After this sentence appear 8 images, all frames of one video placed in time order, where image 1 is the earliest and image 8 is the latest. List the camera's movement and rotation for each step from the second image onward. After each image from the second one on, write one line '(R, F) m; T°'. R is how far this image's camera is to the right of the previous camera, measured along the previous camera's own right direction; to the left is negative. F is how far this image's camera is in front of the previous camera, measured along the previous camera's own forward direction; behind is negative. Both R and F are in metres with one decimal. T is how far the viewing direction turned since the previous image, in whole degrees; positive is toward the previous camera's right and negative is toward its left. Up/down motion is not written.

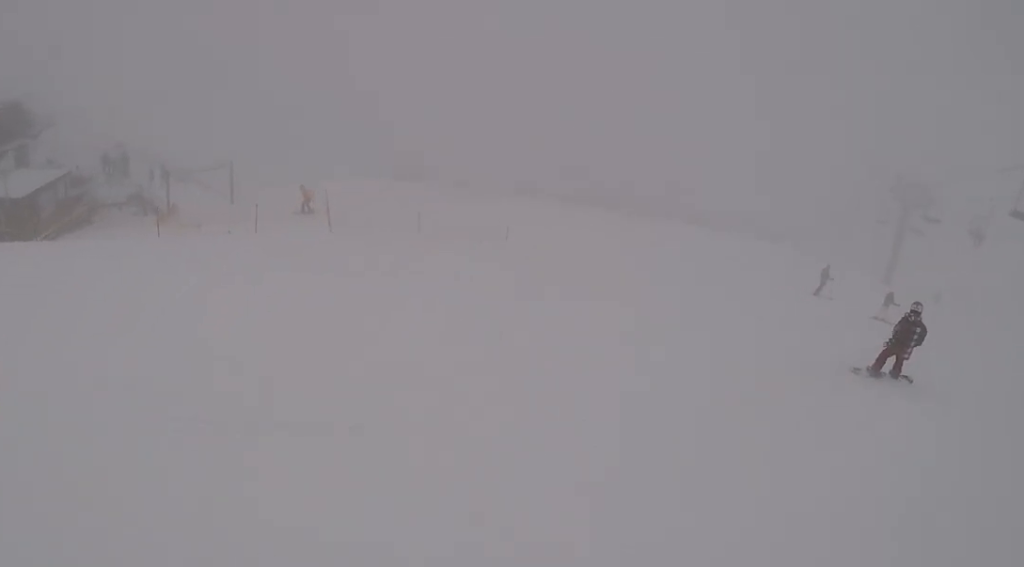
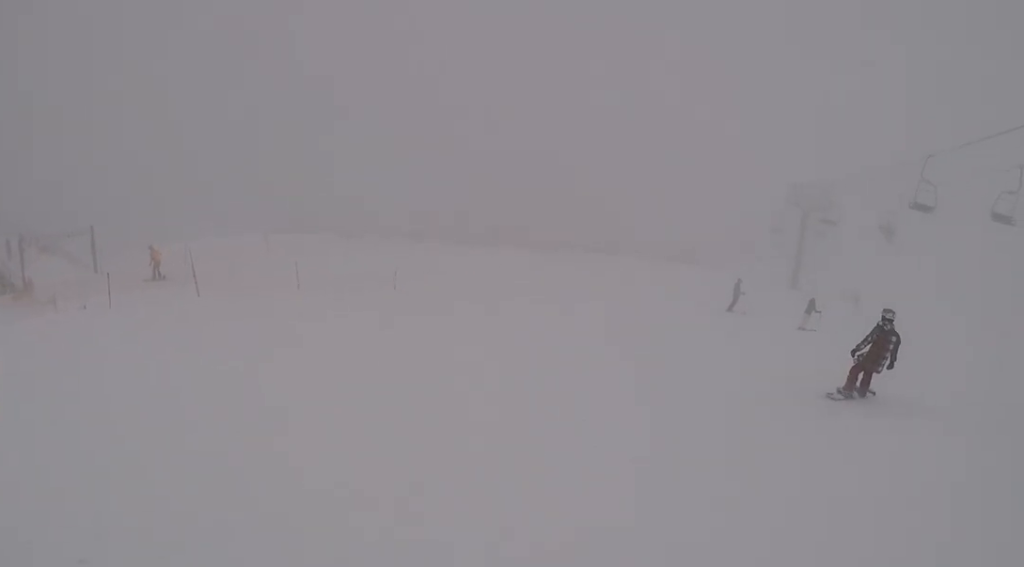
(-0.2, +3.5) m; -3°
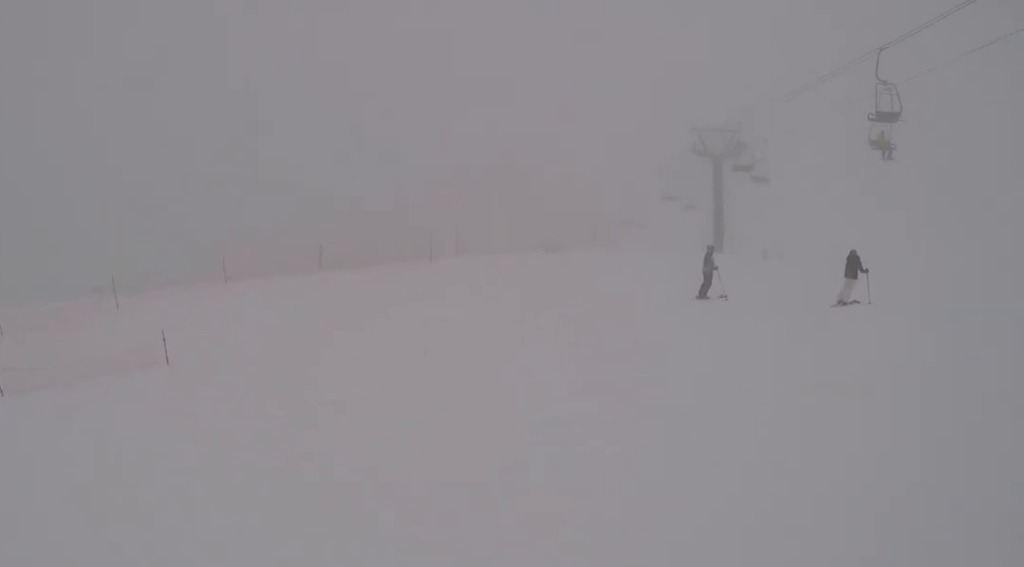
(+0.2, +13.2) m; +4°
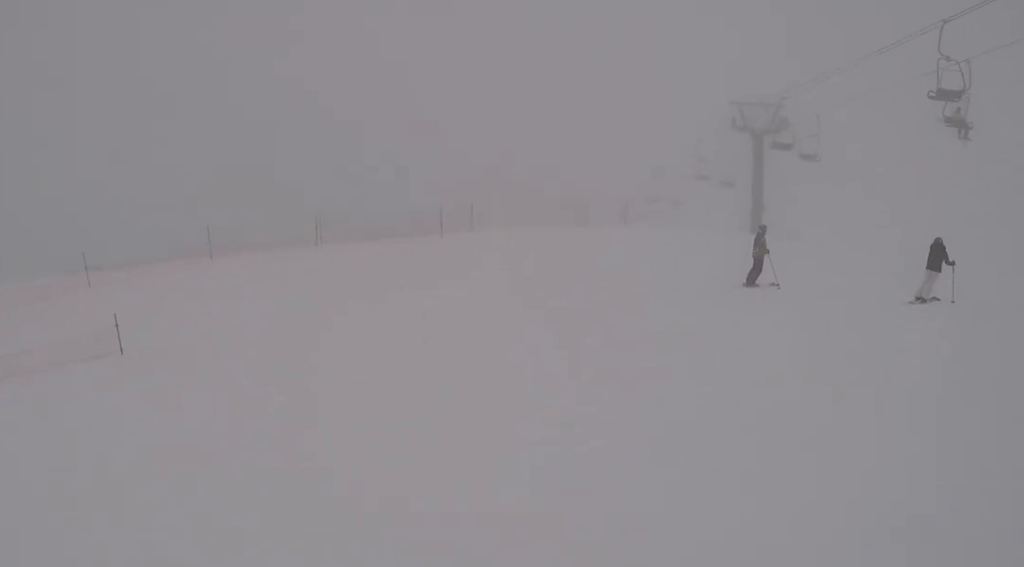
(+0.1, +3.1) m; +2°
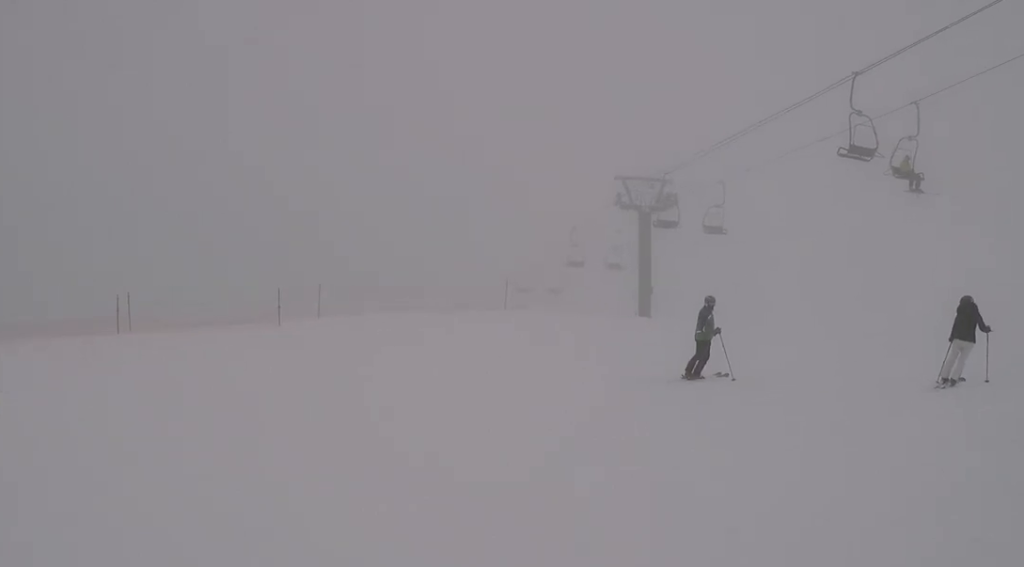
(0.0, +5.3) m; +5°
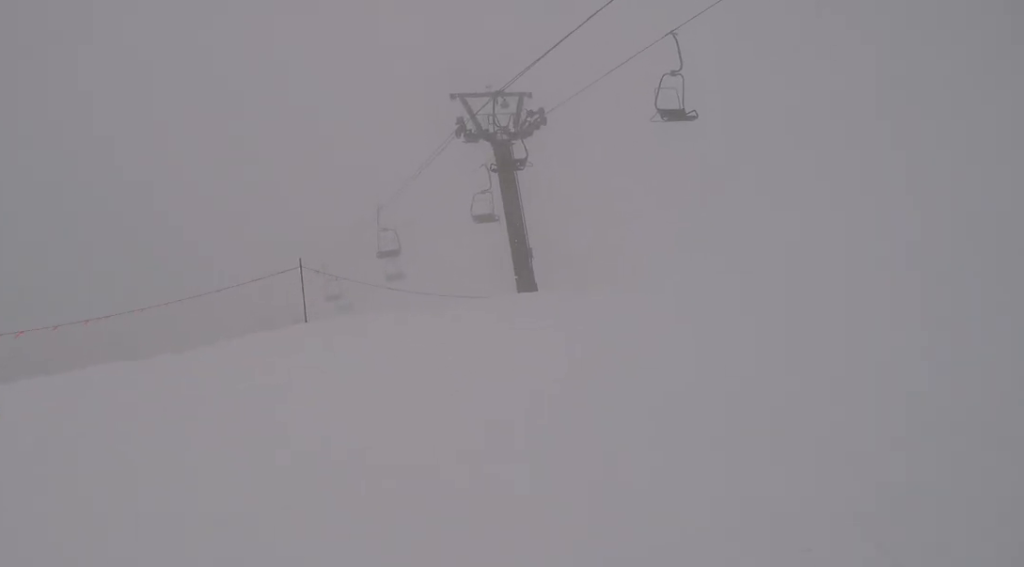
(+2.9, +10.9) m; +26°
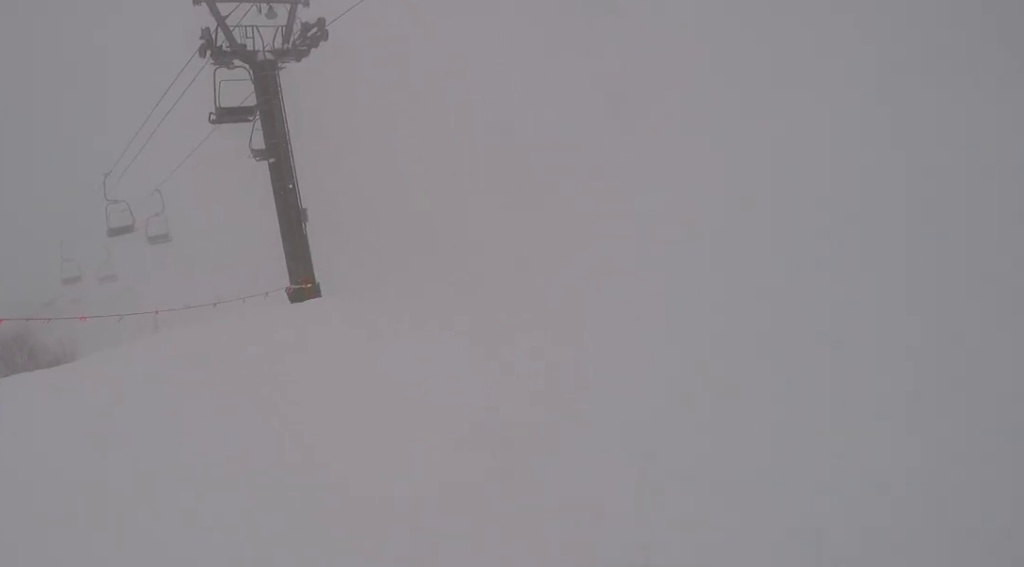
(+0.3, +6.4) m; +10°
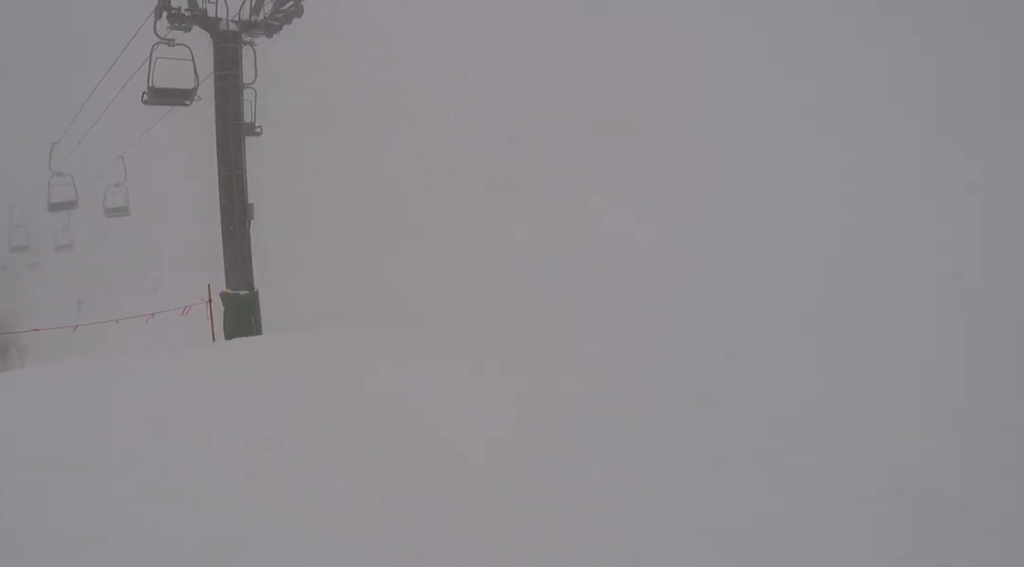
(0.0, +2.4) m; +6°
